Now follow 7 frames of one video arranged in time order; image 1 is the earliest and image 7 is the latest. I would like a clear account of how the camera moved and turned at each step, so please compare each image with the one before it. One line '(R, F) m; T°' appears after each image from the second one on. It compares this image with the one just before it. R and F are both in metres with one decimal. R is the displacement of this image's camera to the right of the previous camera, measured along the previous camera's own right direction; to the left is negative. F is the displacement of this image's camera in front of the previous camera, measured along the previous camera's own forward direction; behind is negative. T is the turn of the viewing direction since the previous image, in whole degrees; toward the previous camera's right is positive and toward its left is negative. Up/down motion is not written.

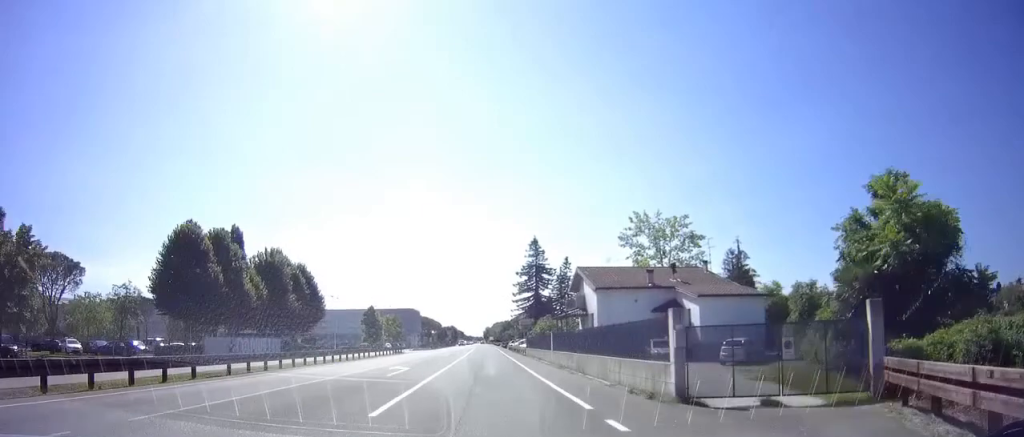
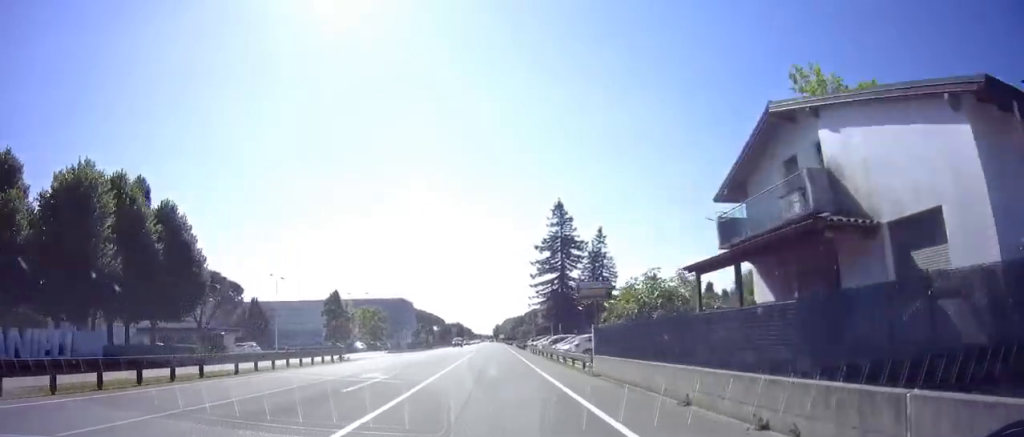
(-0.4, +30.4) m; 0°
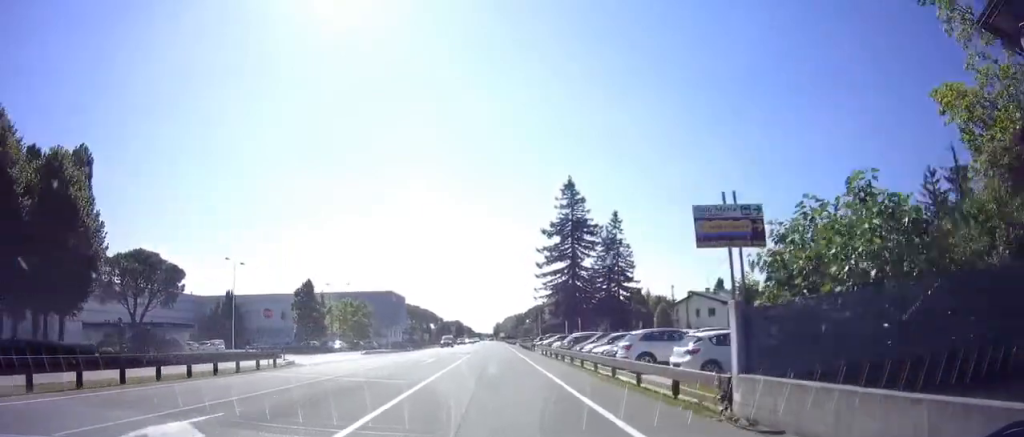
(+0.1, +11.8) m; 0°
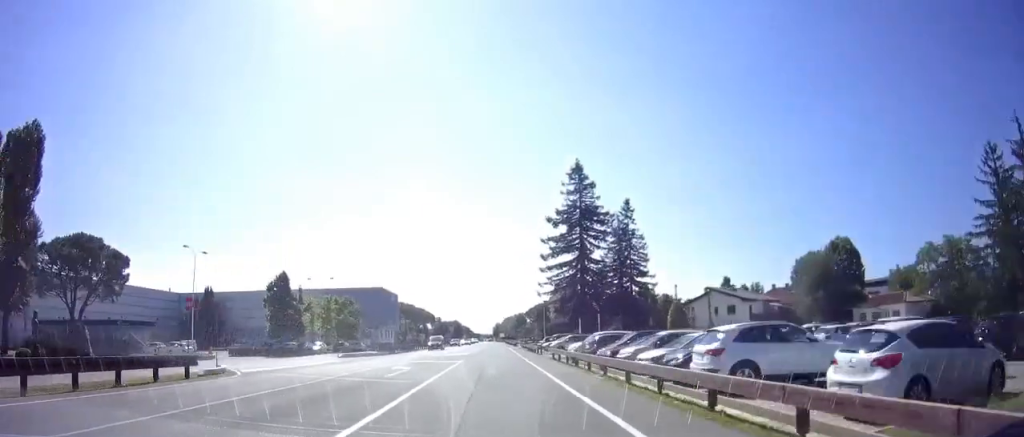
(0.0, +8.1) m; 0°
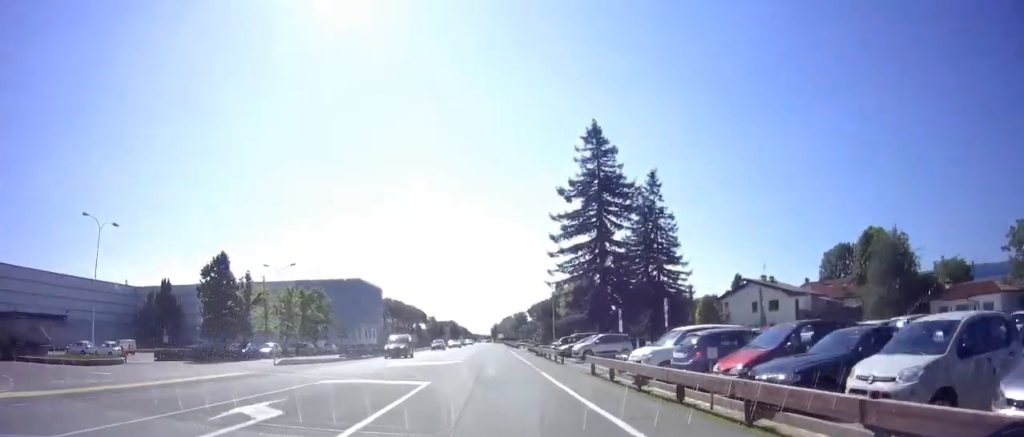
(+0.1, +14.3) m; 0°
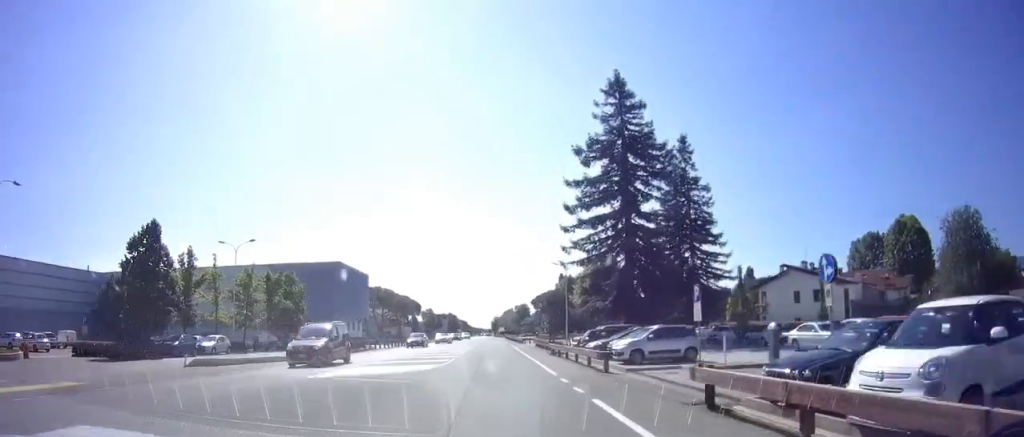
(0.0, +10.6) m; -1°
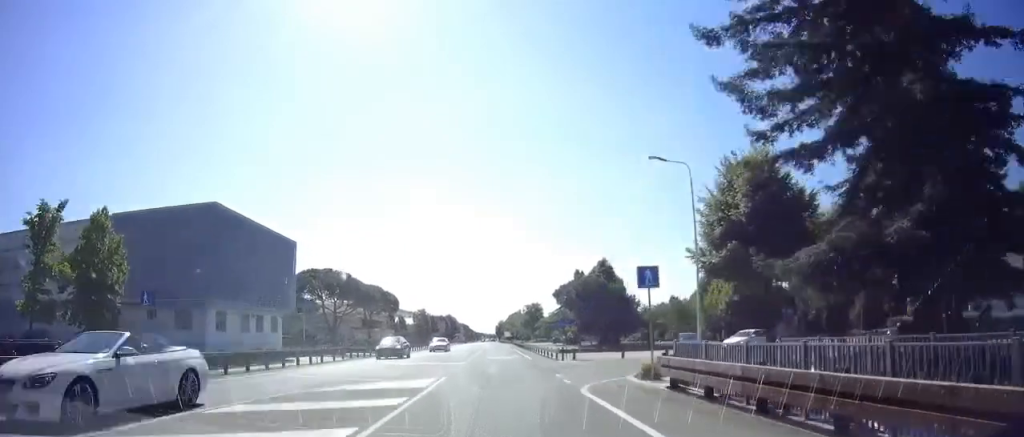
(-0.6, +32.2) m; 0°
